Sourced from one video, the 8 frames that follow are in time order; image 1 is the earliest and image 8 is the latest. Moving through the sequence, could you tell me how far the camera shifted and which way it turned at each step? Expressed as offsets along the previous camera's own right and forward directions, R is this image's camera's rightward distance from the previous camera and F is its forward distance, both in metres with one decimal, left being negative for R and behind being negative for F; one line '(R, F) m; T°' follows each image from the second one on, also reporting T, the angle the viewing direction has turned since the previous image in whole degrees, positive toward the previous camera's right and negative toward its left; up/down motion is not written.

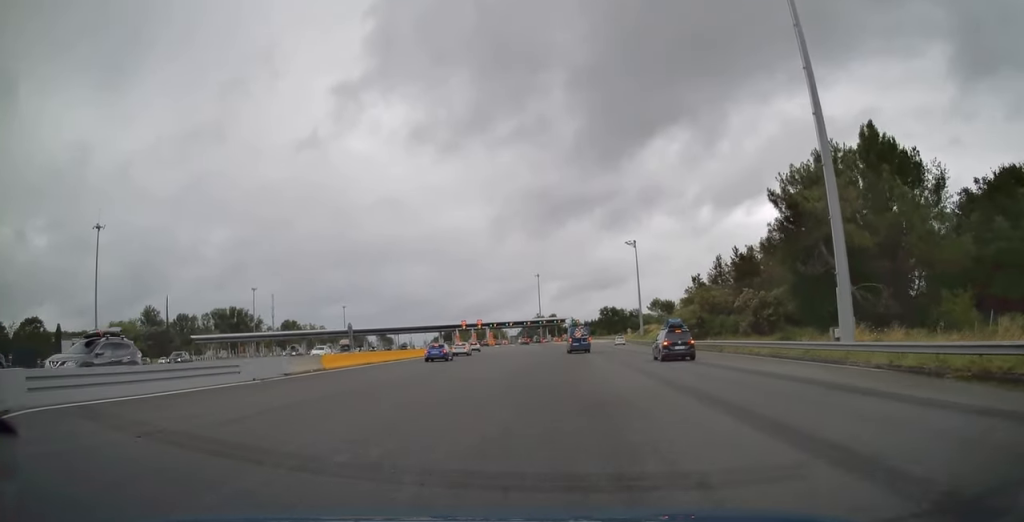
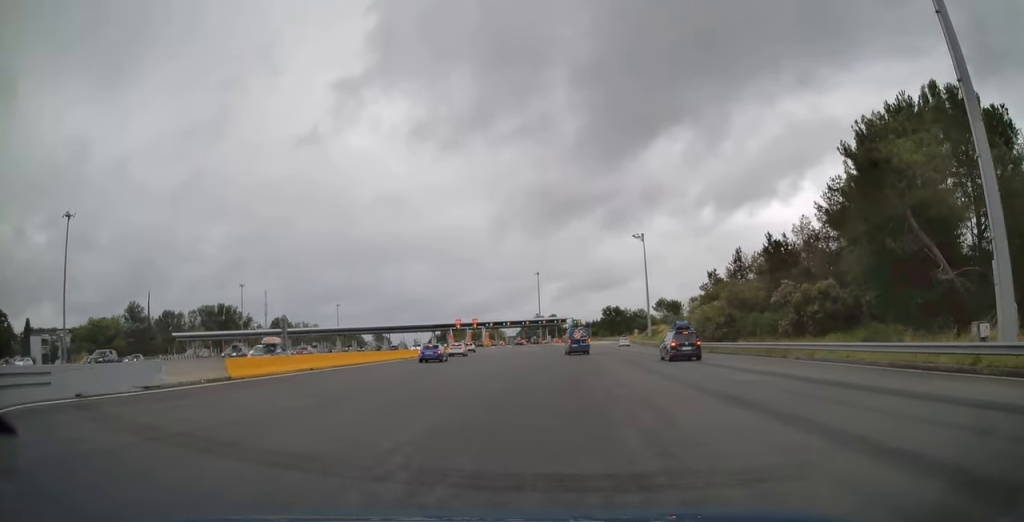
(+0.2, +10.8) m; 0°
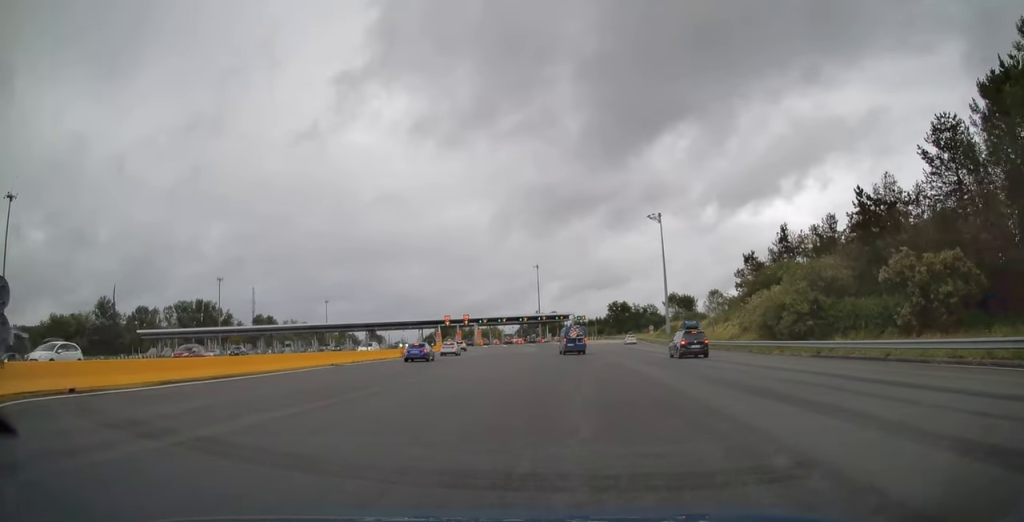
(0.0, +18.7) m; 0°
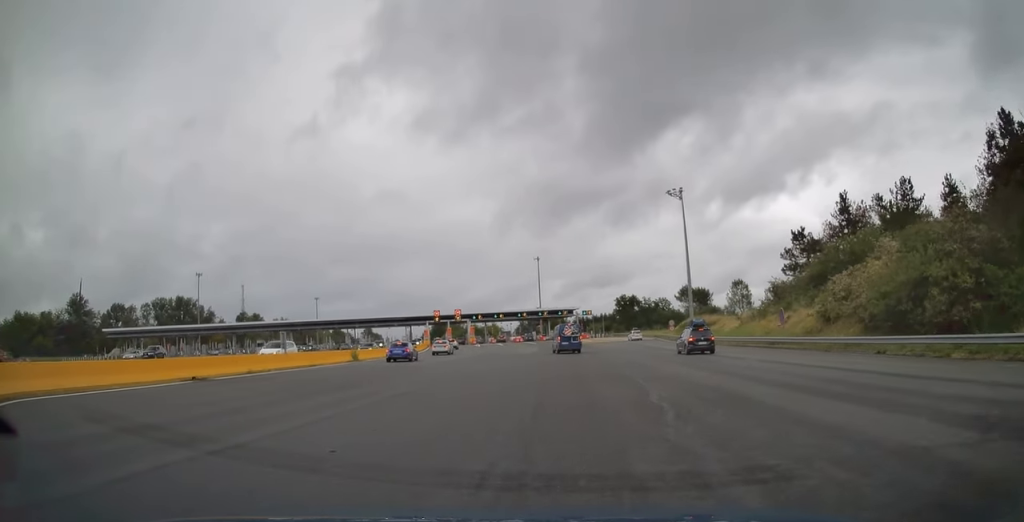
(0.0, +16.8) m; 0°
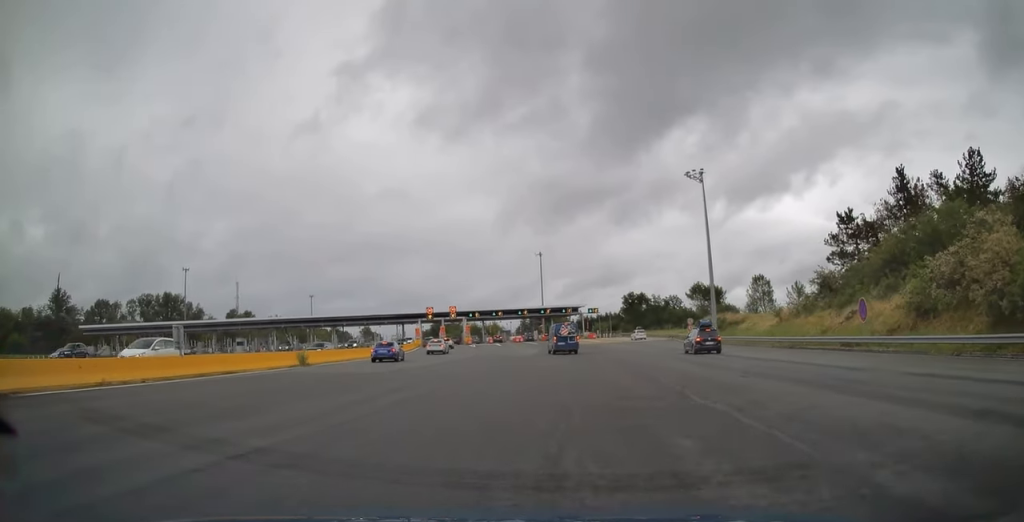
(-0.1, +11.0) m; 0°
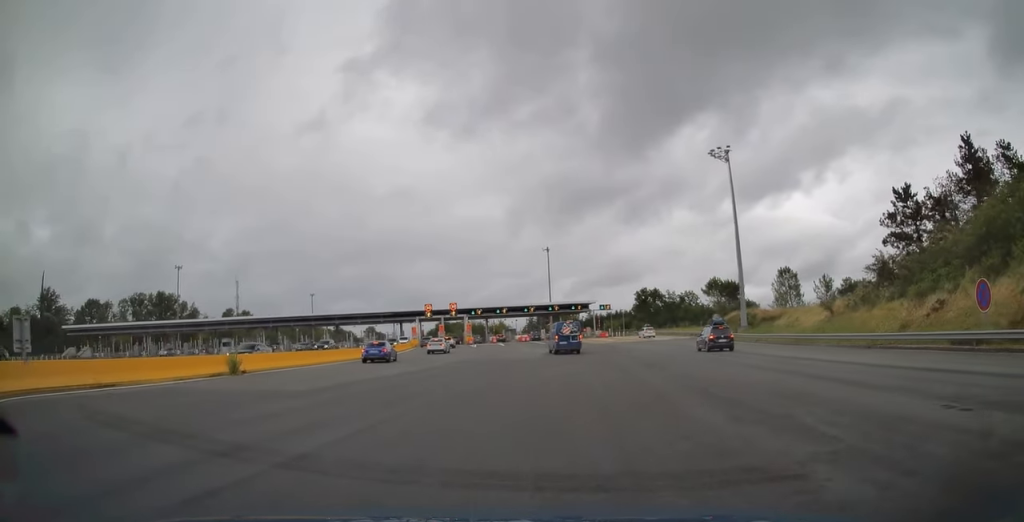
(0.0, +9.5) m; 0°
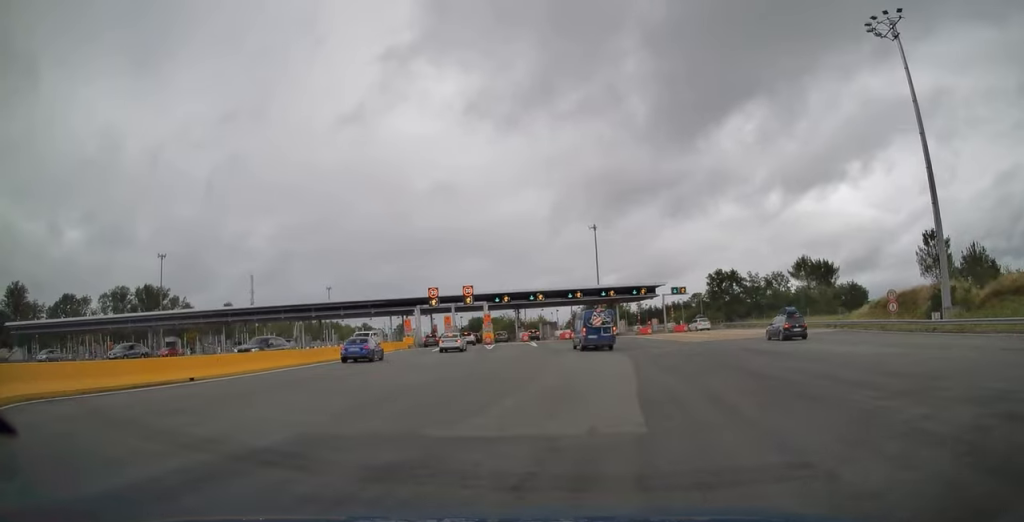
(-0.2, +33.7) m; -2°
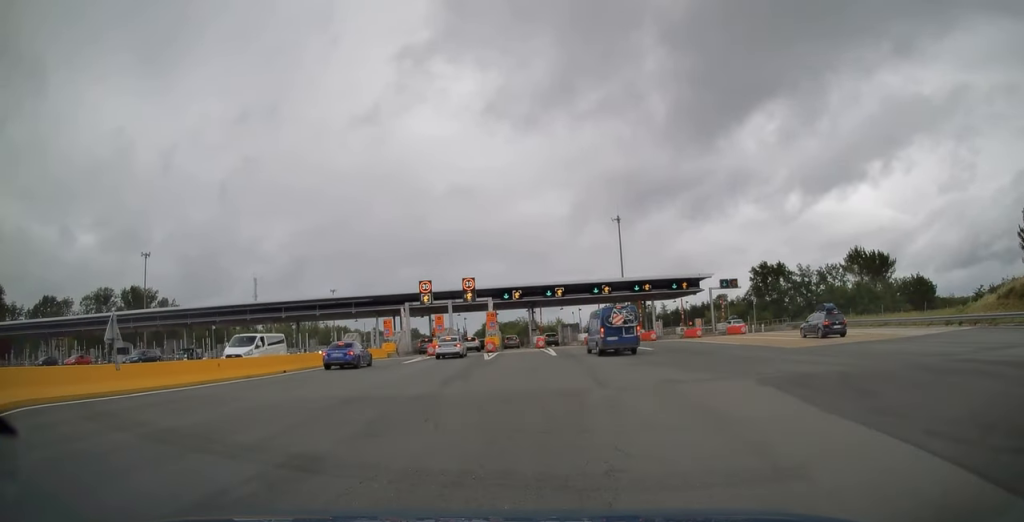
(-0.4, +17.3) m; -3°
